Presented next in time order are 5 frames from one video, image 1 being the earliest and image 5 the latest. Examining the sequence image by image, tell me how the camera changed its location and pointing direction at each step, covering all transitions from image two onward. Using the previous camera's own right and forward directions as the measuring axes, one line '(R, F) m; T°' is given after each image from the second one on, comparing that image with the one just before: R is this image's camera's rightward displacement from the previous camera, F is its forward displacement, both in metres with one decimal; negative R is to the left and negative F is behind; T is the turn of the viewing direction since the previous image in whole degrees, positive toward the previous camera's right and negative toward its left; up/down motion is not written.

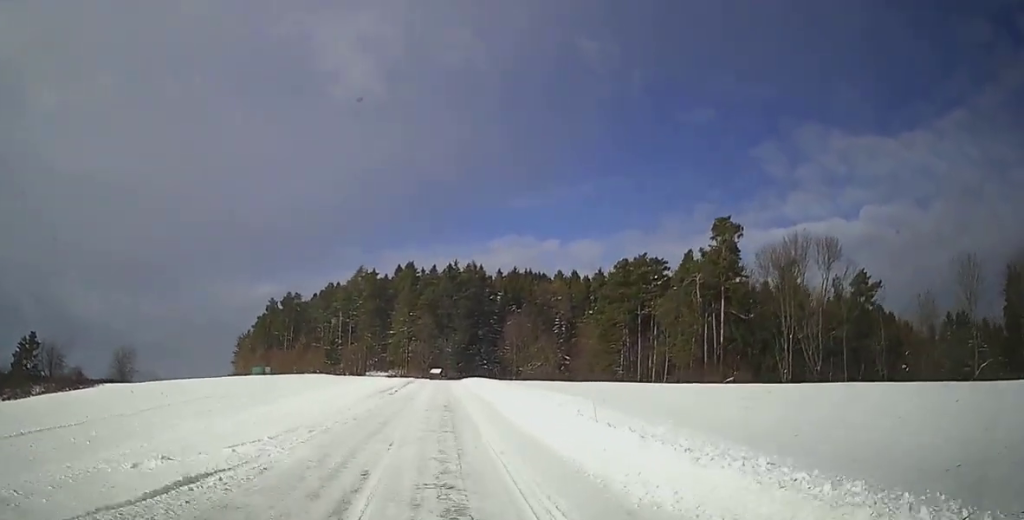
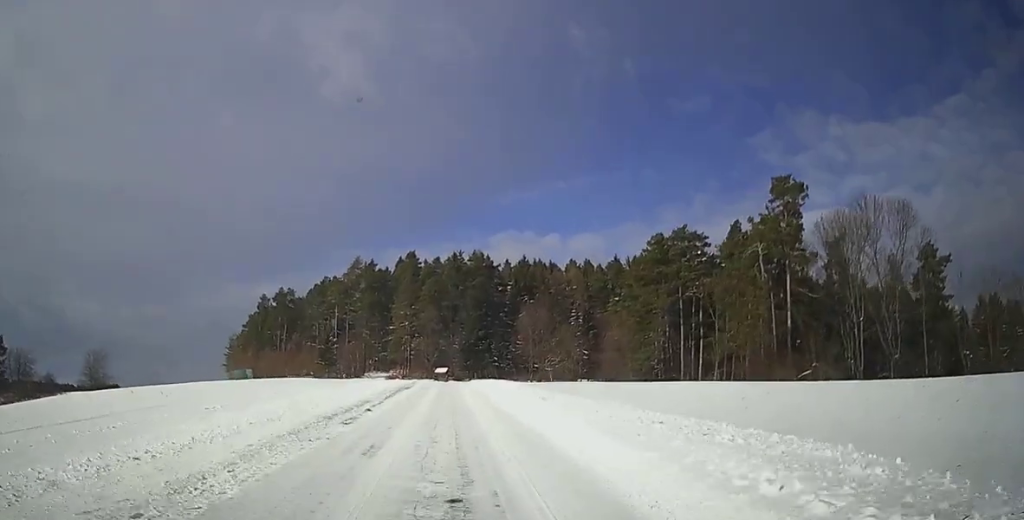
(-1.0, +14.2) m; -1°
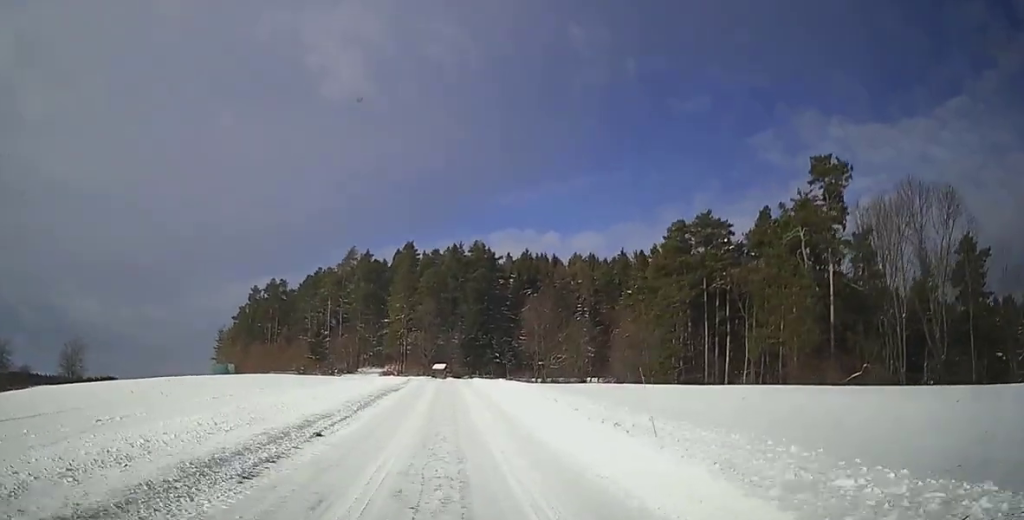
(+0.5, +7.5) m; 0°
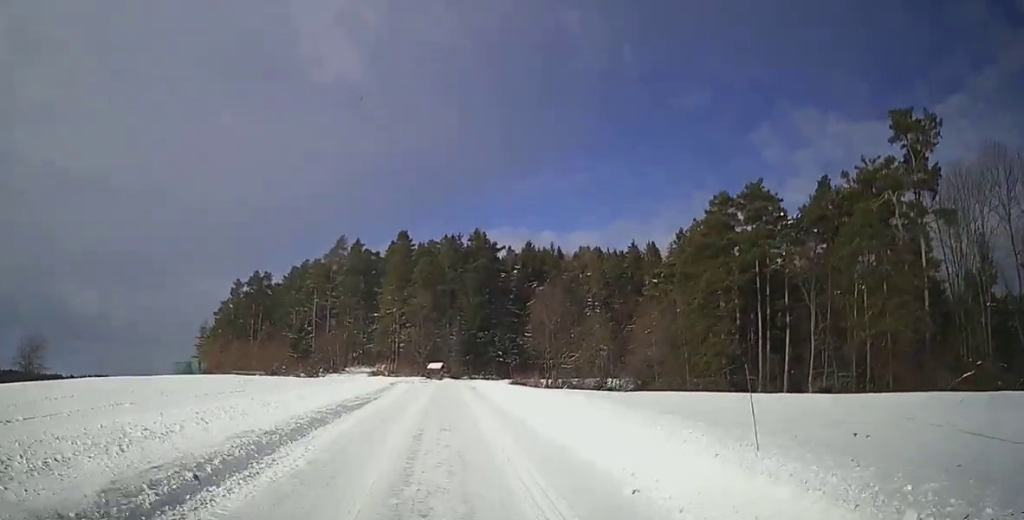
(-0.2, +13.0) m; -1°
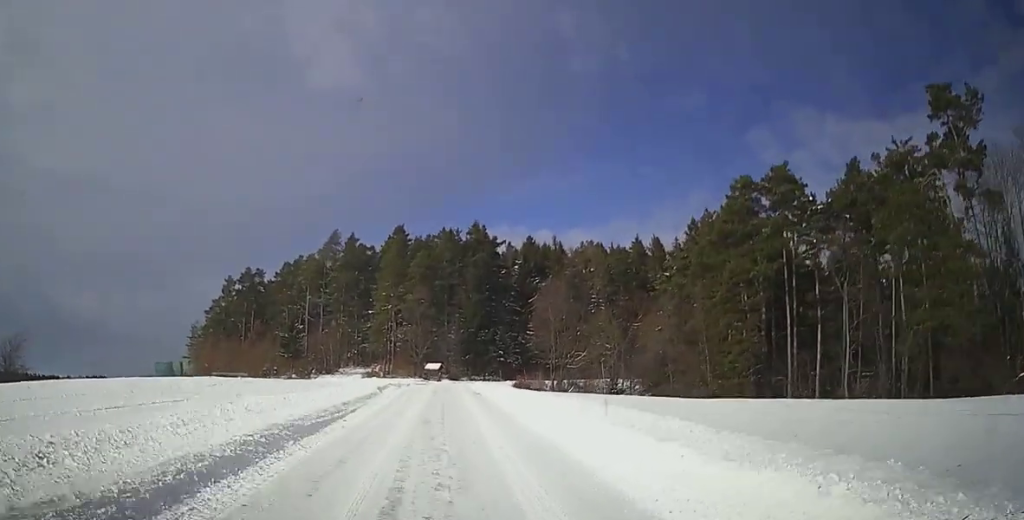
(-0.3, +5.5) m; 0°
